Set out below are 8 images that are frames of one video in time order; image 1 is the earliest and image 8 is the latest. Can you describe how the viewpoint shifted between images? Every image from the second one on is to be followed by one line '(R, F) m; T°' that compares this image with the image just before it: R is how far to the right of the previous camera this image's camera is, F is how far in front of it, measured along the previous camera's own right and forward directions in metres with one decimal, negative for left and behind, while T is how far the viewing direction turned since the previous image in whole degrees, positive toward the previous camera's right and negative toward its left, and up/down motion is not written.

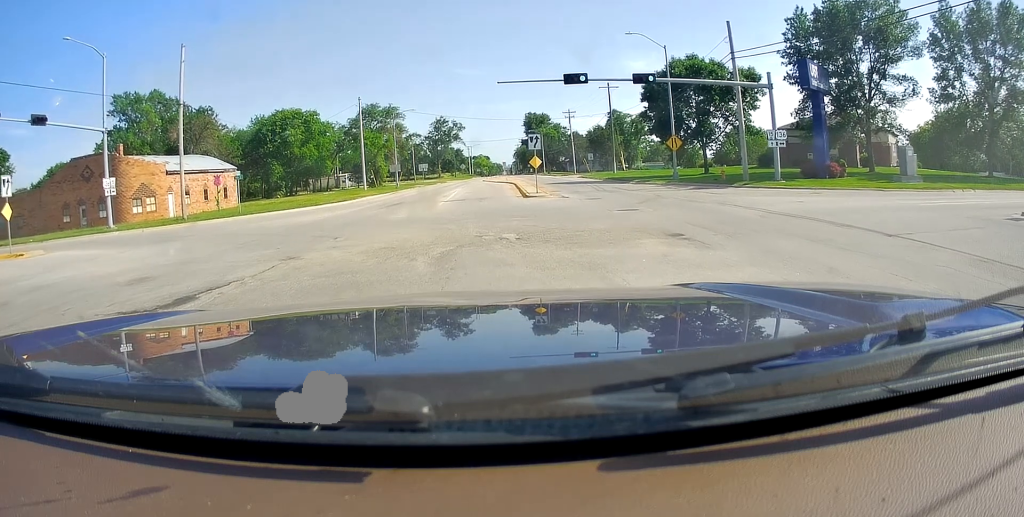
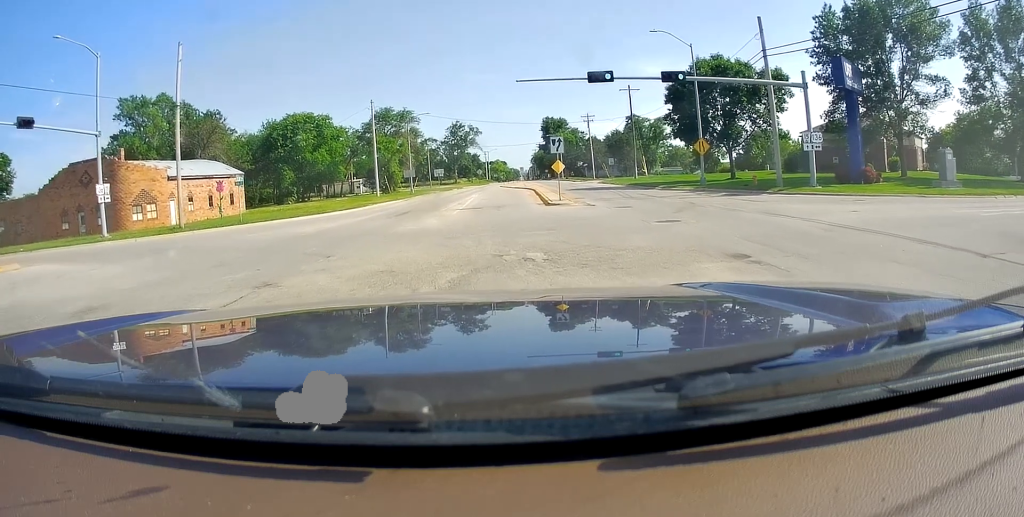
(0.0, +0.1) m; 0°
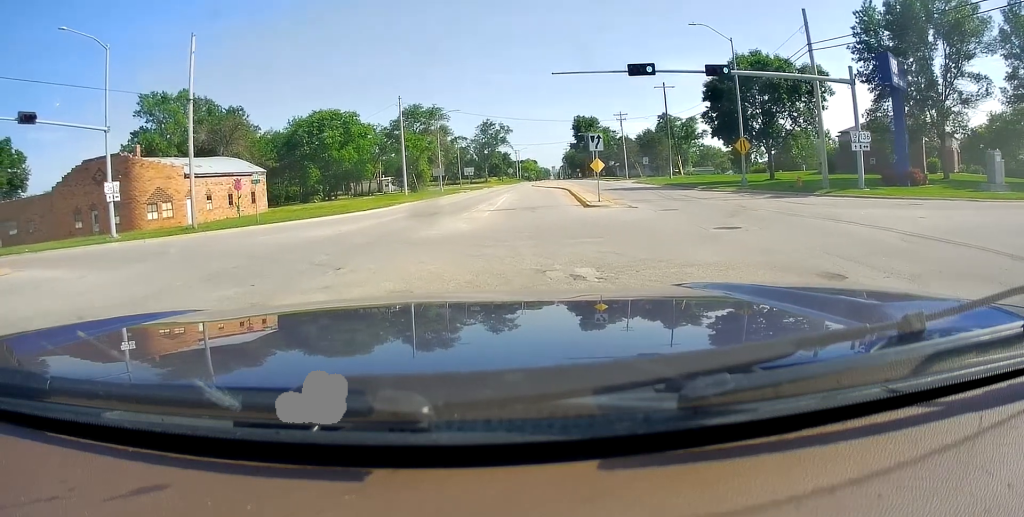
(0.0, +0.3) m; 0°
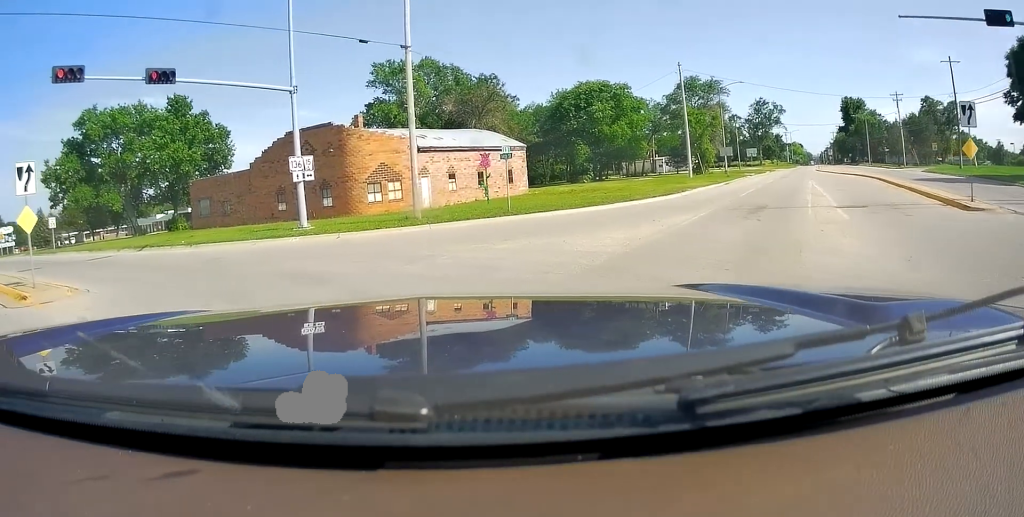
(0.0, +4.2) m; -18°
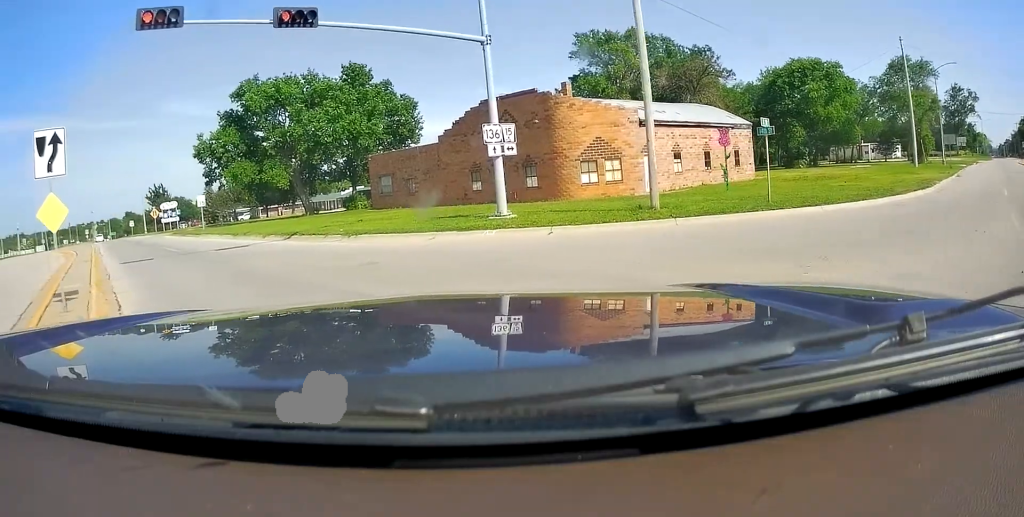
(-0.9, +3.6) m; -21°
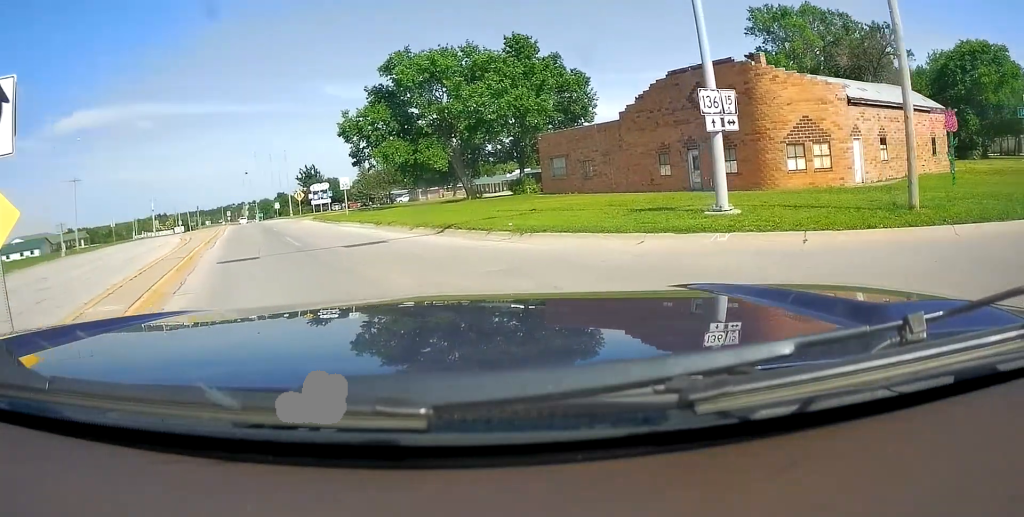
(-0.5, +3.5) m; -11°
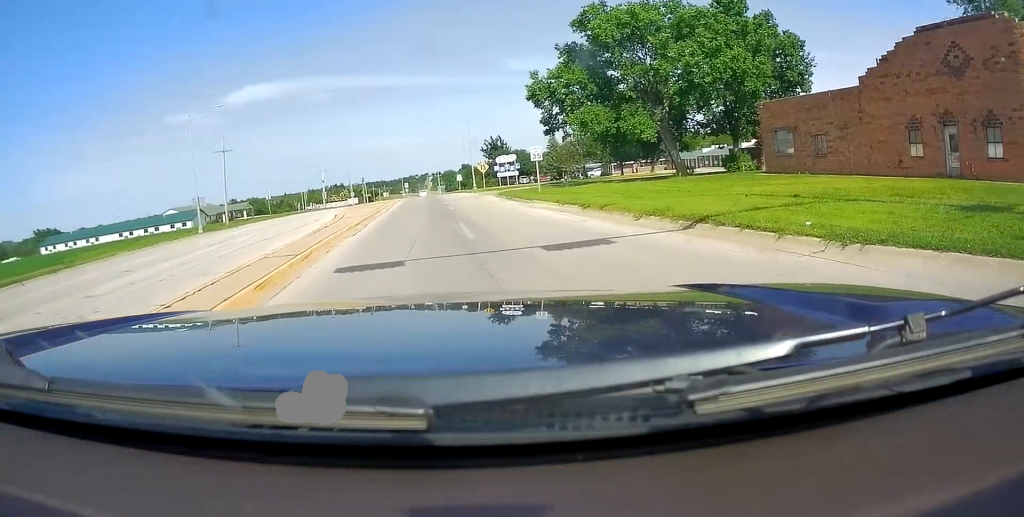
(-0.4, +4.7) m; -11°
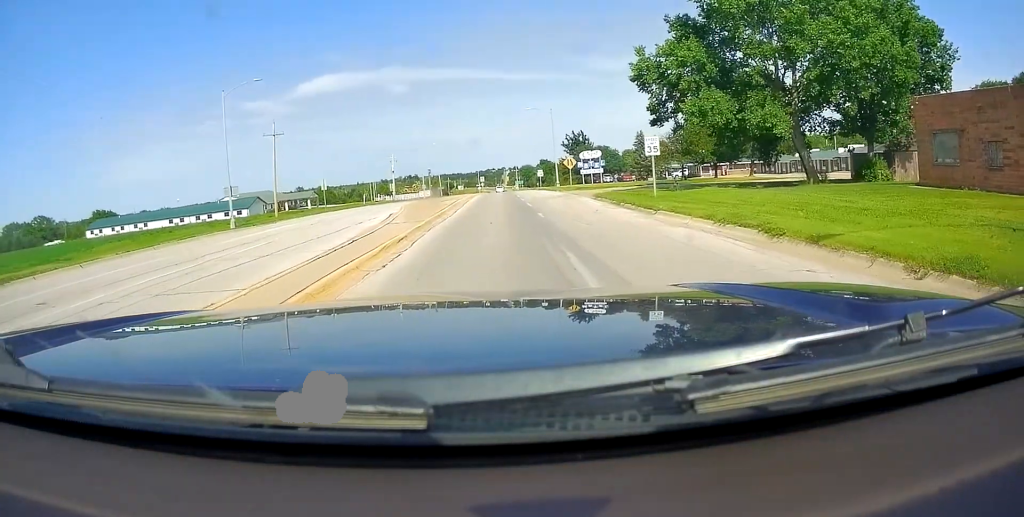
(-0.5, +5.7) m; -17°
